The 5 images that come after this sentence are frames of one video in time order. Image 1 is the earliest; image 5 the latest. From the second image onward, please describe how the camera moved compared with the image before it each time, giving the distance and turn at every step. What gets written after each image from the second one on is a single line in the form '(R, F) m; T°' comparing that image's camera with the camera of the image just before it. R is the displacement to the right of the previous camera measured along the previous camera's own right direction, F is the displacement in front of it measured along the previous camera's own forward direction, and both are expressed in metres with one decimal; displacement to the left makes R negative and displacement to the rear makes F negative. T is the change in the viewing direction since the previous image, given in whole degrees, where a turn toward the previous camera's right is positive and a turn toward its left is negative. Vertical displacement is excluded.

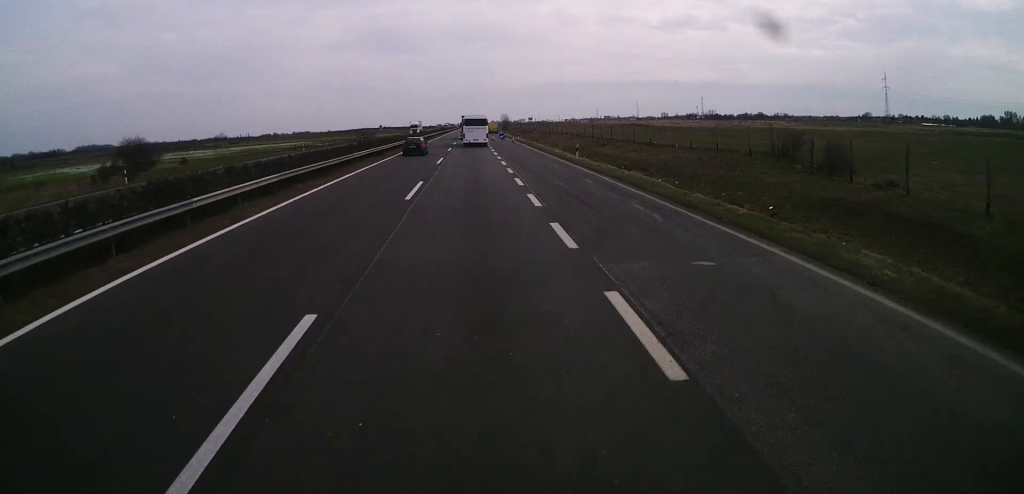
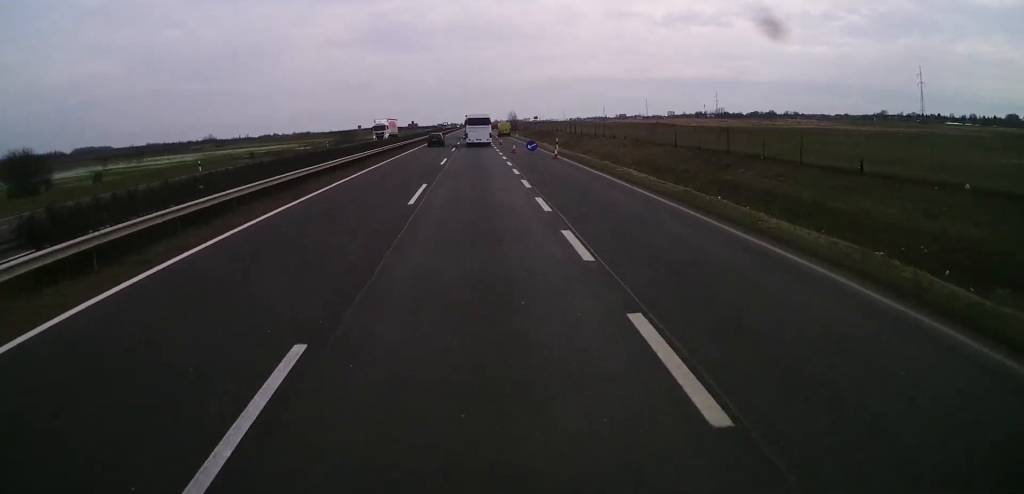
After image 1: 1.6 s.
(-0.2, +37.0) m; -1°
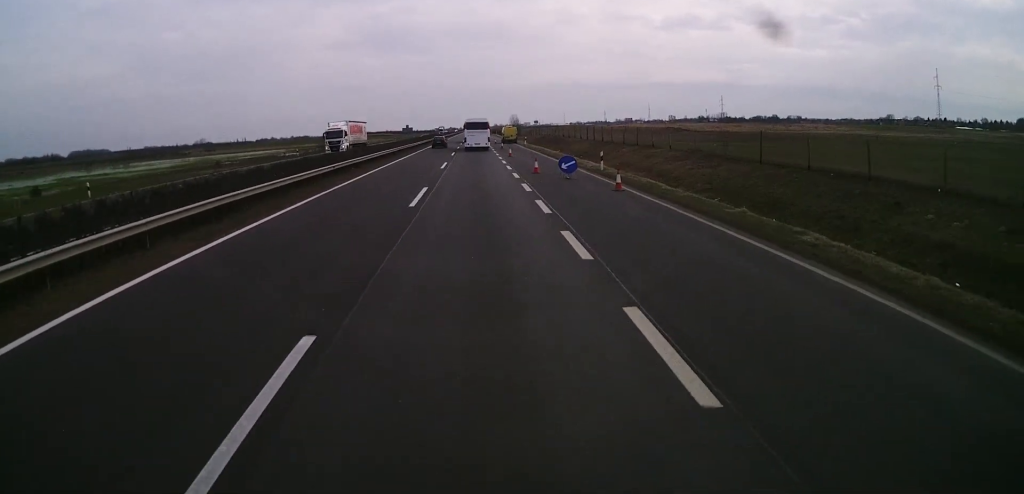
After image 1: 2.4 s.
(-0.3, +17.6) m; +1°
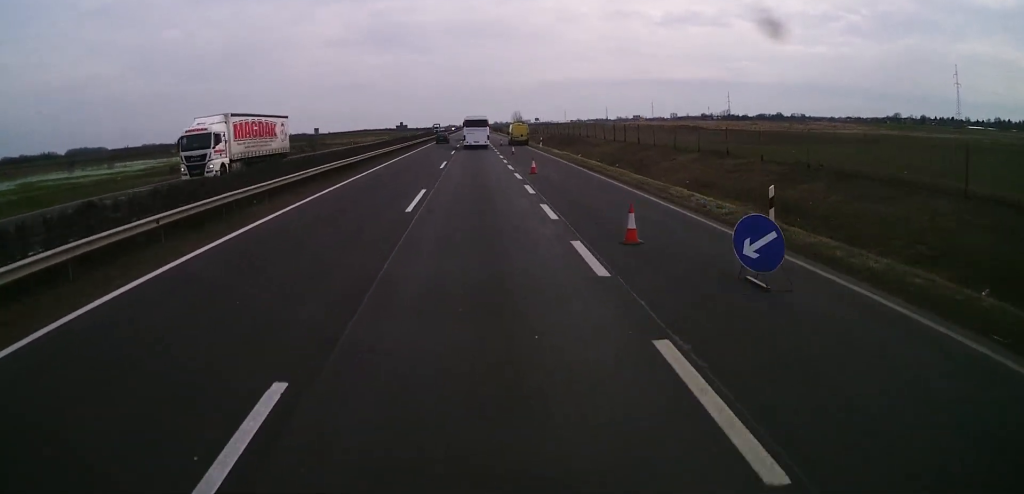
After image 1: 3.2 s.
(+0.6, +19.2) m; +1°
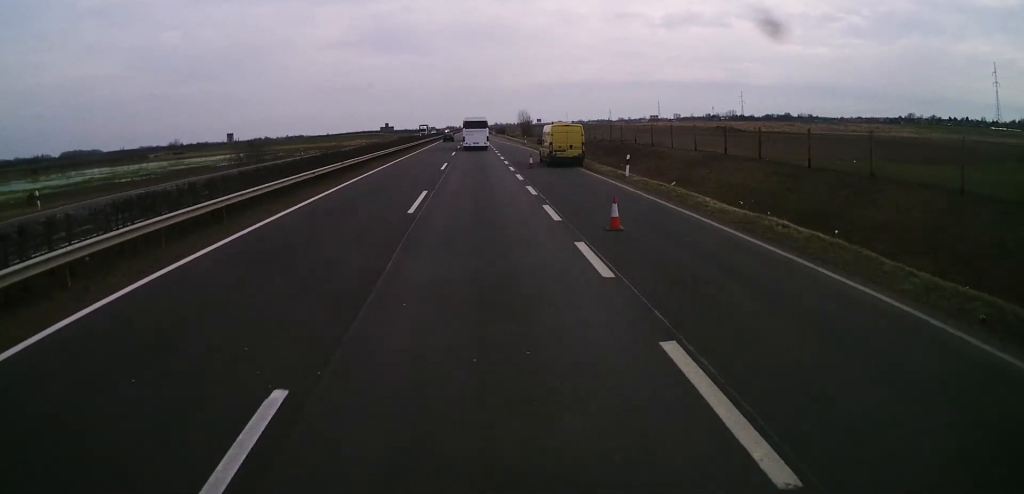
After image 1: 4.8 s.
(-0.3, +36.2) m; -1°
